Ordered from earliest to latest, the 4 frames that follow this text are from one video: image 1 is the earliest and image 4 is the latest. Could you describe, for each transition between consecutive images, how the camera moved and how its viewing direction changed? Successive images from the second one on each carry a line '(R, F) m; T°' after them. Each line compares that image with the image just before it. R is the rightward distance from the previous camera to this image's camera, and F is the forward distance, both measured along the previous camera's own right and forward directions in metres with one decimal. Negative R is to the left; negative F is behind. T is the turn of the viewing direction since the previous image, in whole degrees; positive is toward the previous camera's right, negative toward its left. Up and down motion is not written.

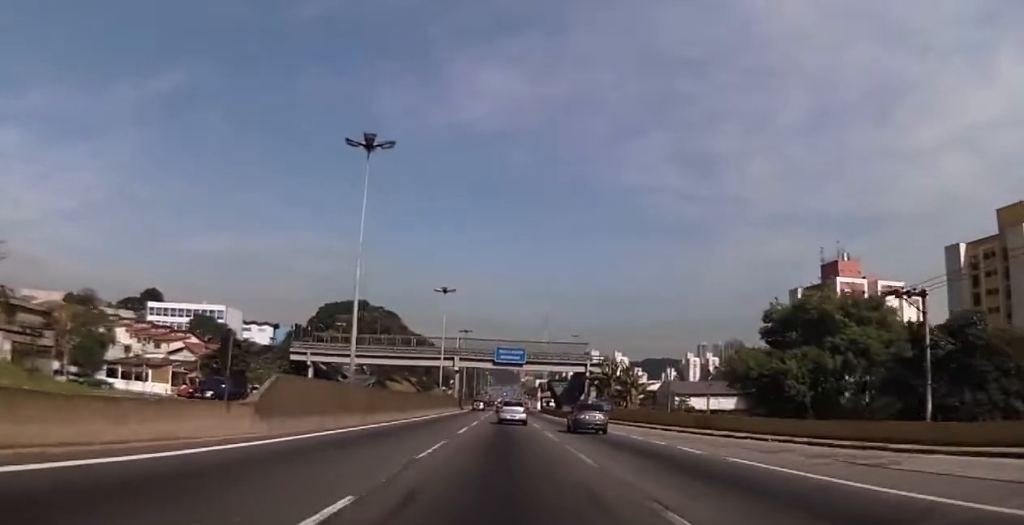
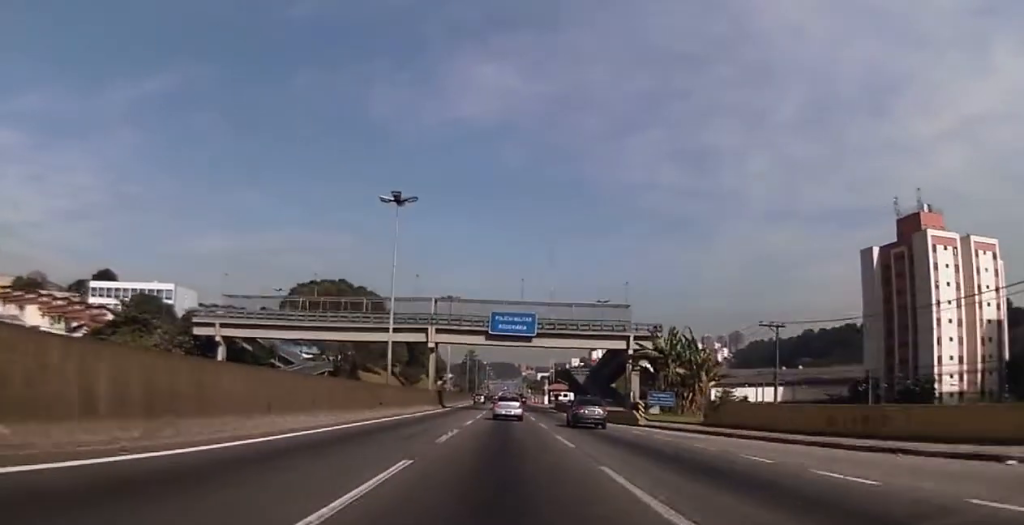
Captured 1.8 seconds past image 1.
(-0.4, +29.7) m; 0°
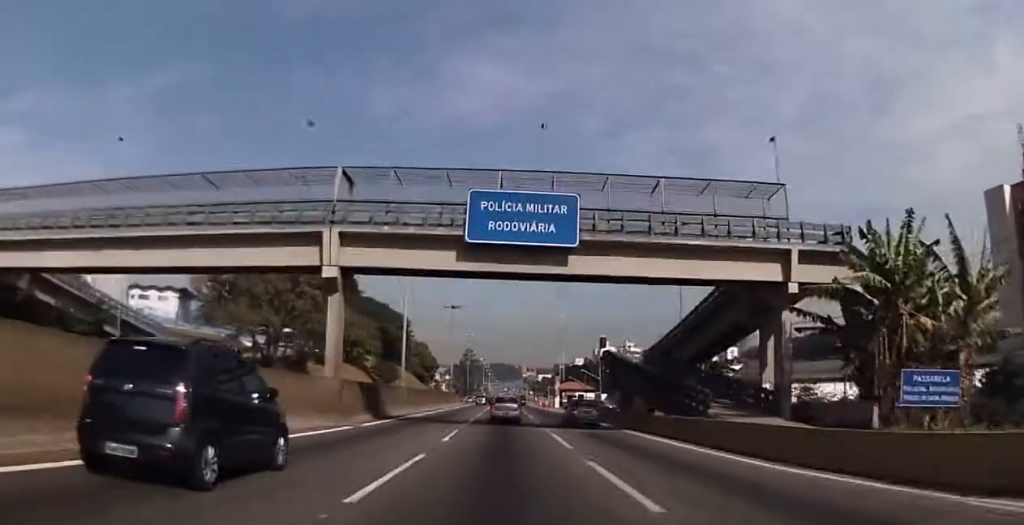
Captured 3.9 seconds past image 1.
(+0.4, +31.5) m; 0°
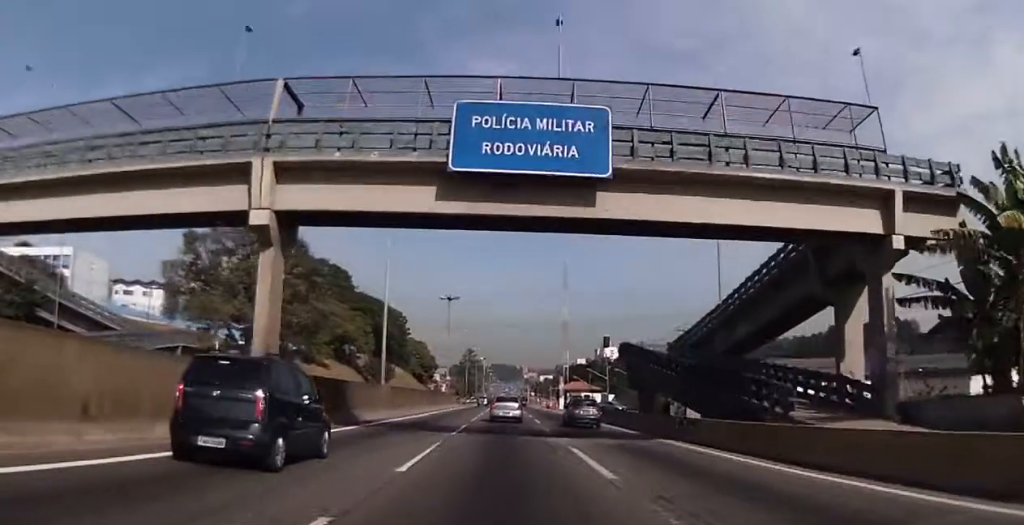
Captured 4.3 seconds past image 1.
(0.0, +7.4) m; 0°
